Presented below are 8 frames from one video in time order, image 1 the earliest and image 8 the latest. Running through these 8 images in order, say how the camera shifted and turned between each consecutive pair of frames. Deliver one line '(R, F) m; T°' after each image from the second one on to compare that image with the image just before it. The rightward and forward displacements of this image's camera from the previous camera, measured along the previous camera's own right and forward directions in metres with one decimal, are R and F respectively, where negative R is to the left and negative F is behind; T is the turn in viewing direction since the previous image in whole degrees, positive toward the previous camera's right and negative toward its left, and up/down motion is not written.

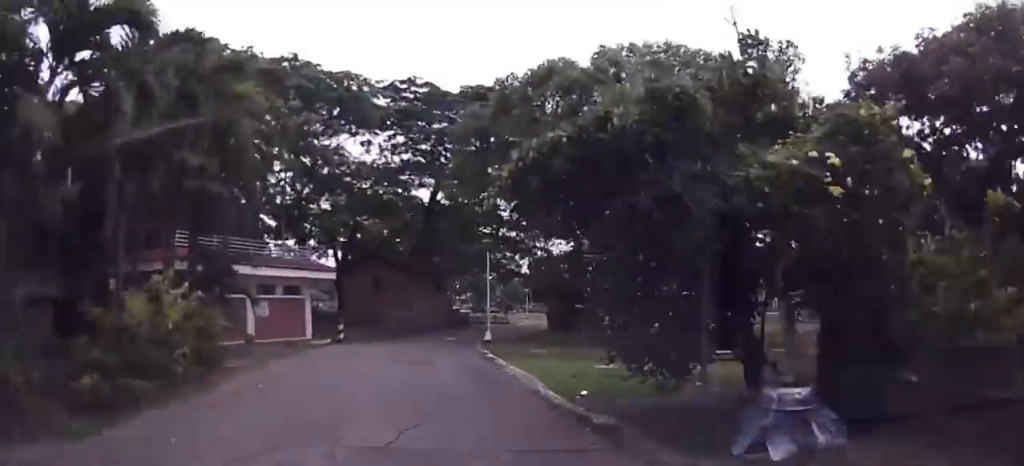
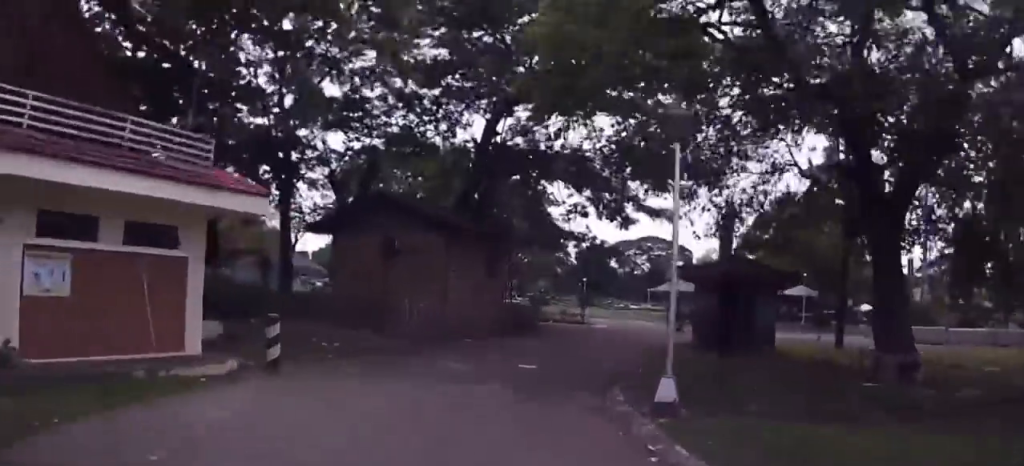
(-1.0, +16.2) m; 0°
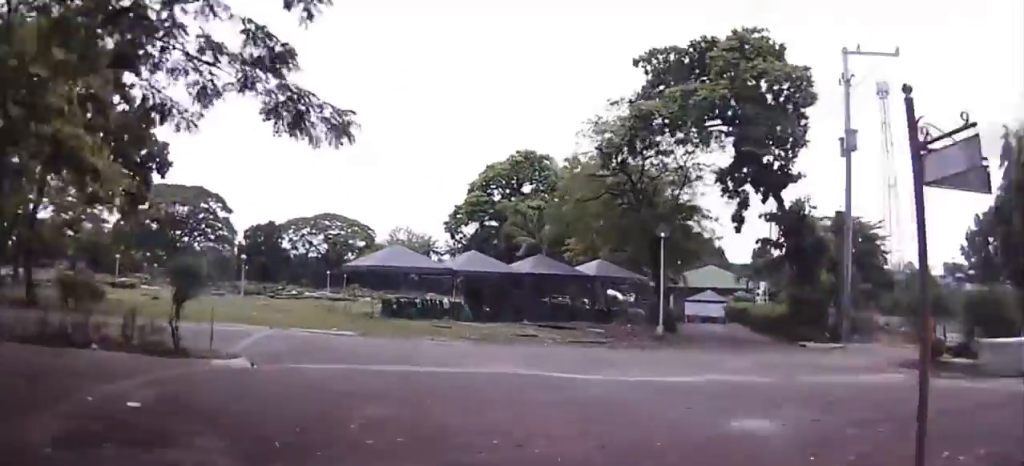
(+3.5, +21.0) m; +16°
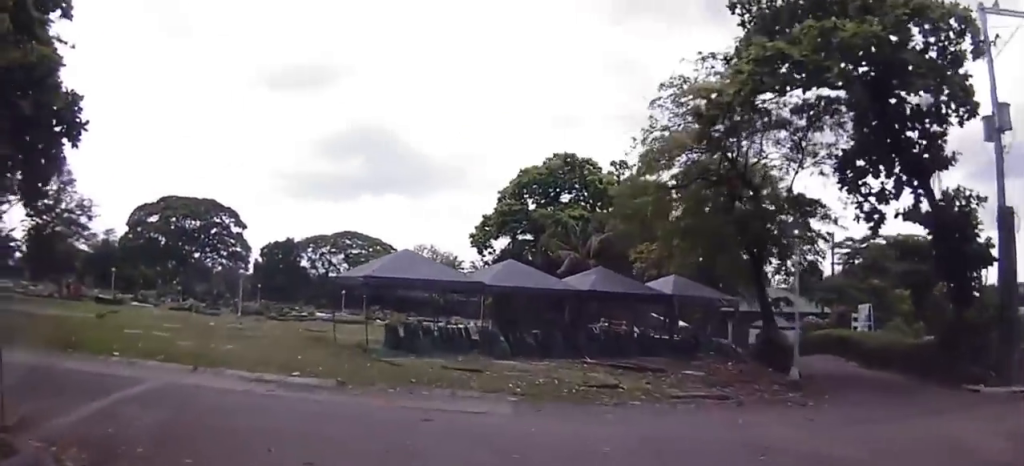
(-0.9, +11.8) m; -22°
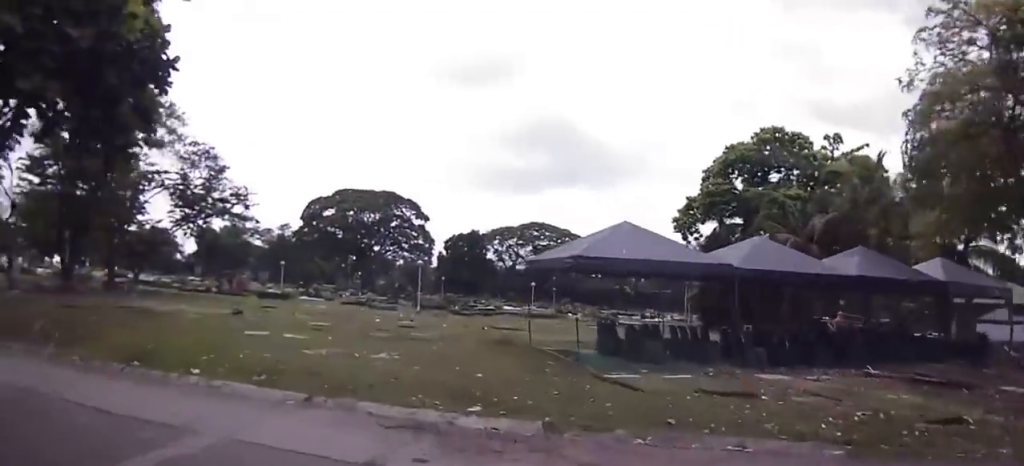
(-0.8, +6.6) m; -25°
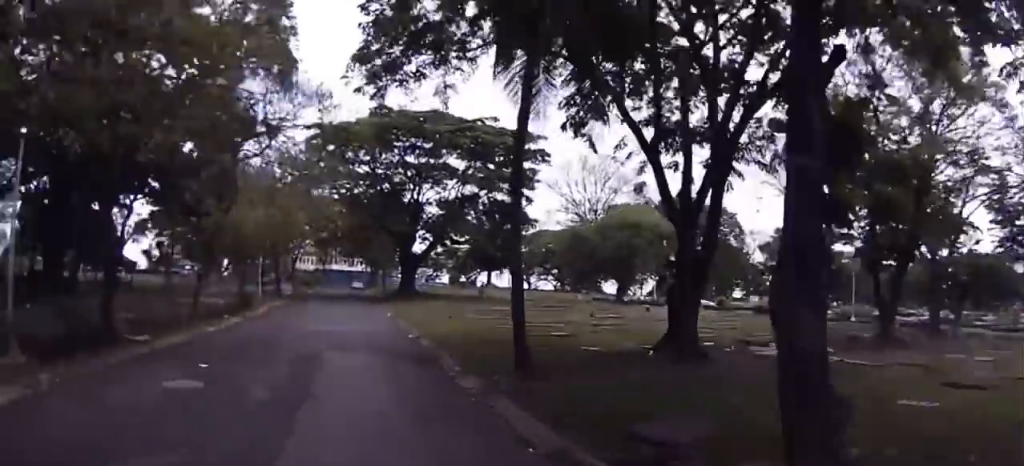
(-4.9, +12.1) m; -31°
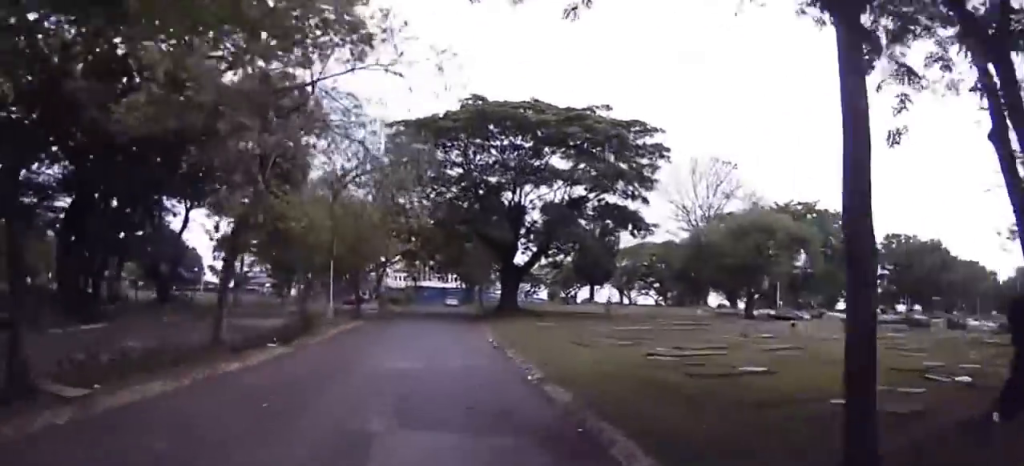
(-0.8, +6.3) m; -5°
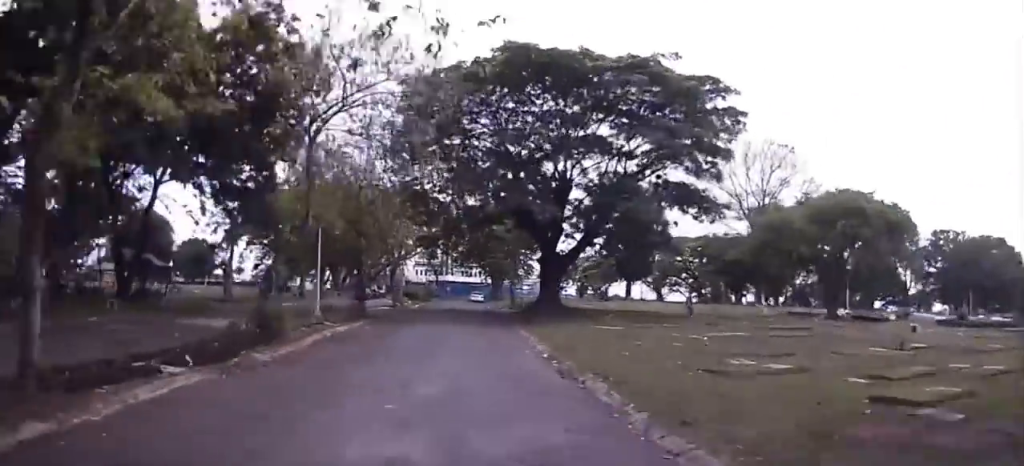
(-0.3, +7.7) m; -3°
